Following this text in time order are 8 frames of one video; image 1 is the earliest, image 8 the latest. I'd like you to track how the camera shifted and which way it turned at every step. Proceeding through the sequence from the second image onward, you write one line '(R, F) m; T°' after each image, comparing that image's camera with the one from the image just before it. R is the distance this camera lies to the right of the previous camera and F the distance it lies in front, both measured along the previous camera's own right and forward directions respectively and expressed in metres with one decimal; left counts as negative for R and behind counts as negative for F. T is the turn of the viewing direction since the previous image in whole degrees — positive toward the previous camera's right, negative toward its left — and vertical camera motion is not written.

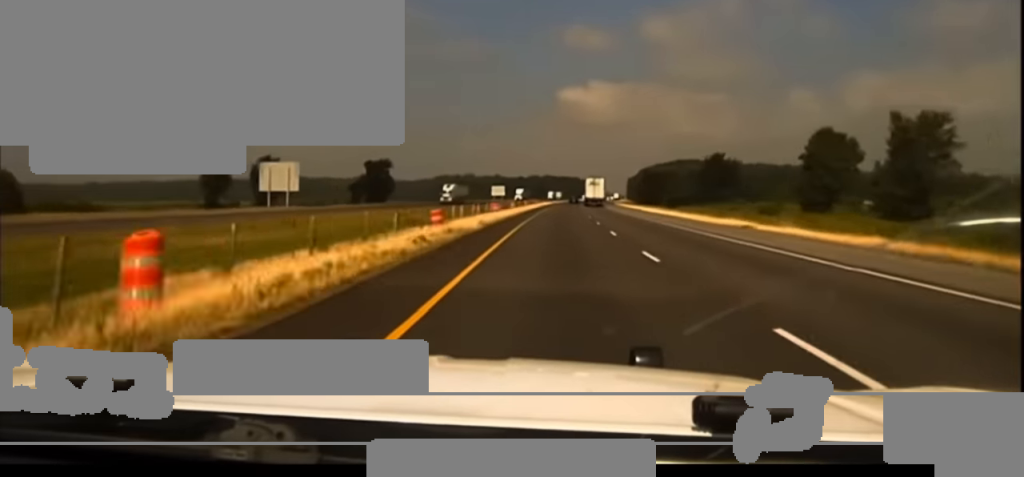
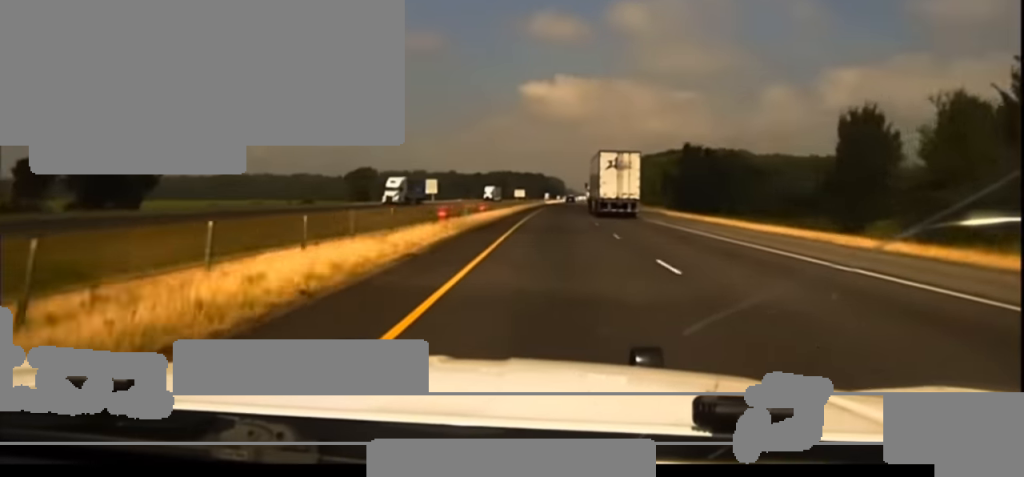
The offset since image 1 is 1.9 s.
(+2.6, +124.2) m; +2°
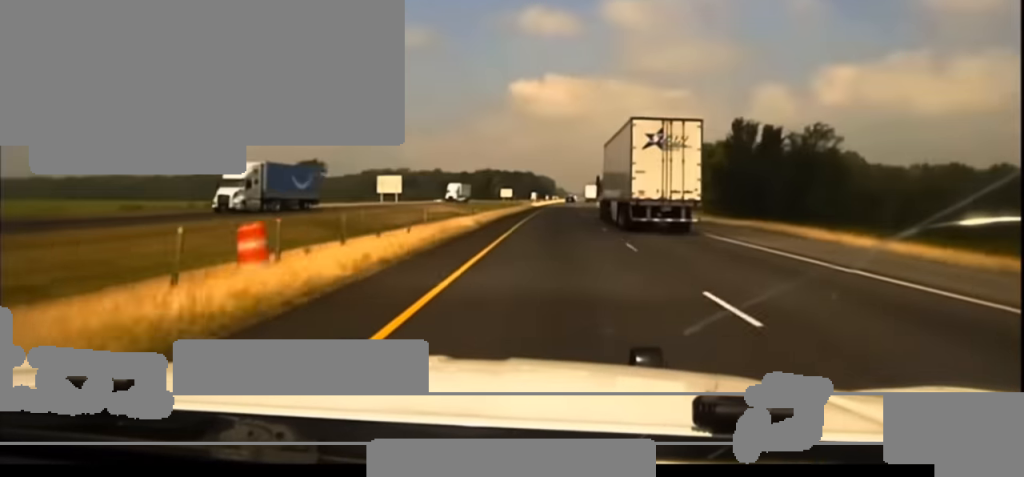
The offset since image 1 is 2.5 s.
(-0.1, +42.3) m; +1°
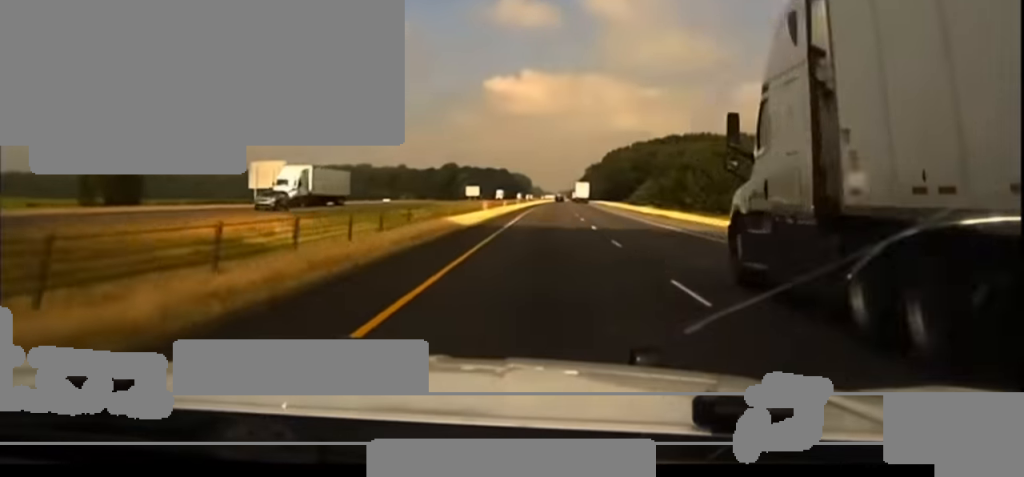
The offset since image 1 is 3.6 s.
(+1.4, +71.3) m; +2°
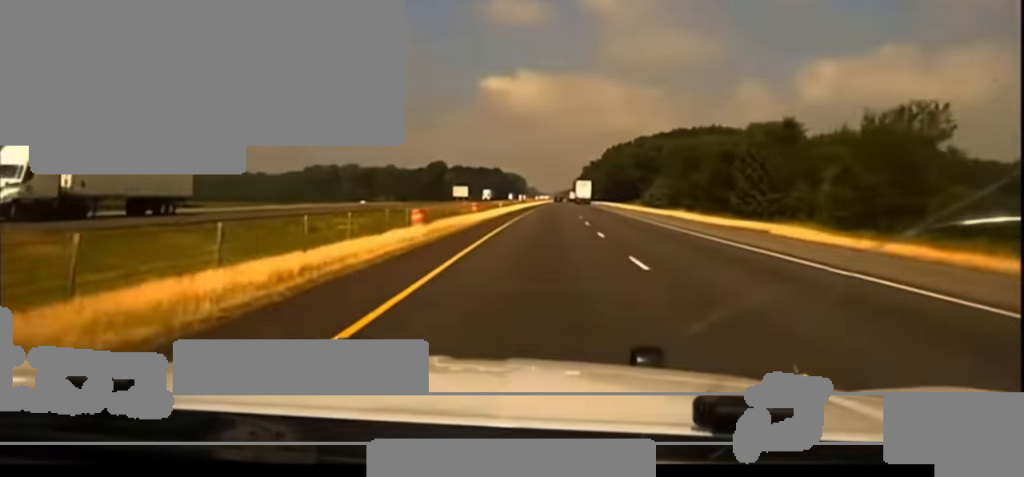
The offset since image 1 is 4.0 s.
(+0.1, +31.3) m; 0°
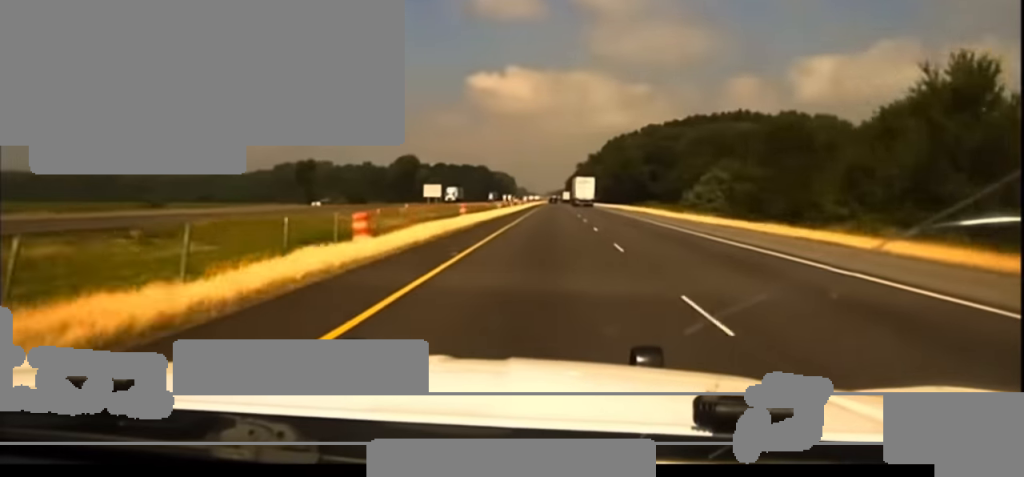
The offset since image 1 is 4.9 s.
(0.0, +58.1) m; 0°
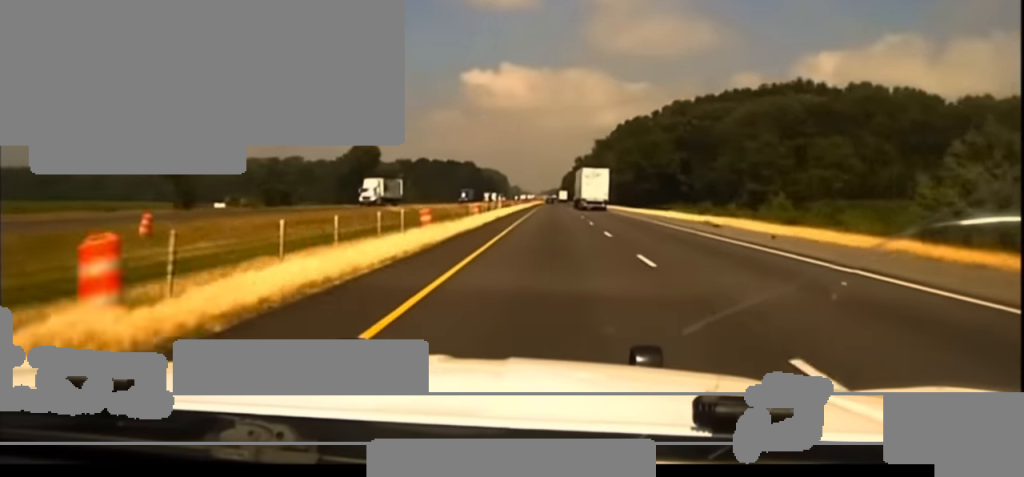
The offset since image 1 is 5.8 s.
(+0.4, +62.6) m; 0°
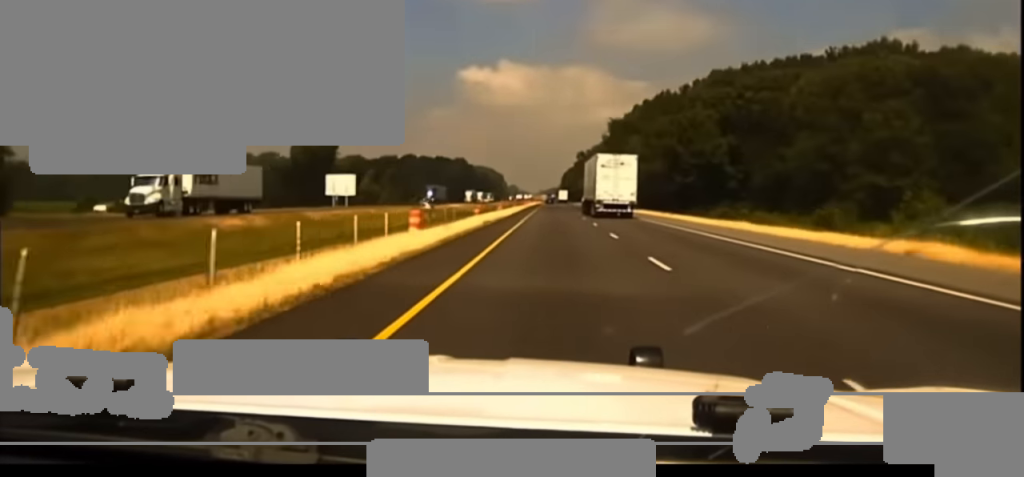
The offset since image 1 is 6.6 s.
(0.0, +51.4) m; 0°
